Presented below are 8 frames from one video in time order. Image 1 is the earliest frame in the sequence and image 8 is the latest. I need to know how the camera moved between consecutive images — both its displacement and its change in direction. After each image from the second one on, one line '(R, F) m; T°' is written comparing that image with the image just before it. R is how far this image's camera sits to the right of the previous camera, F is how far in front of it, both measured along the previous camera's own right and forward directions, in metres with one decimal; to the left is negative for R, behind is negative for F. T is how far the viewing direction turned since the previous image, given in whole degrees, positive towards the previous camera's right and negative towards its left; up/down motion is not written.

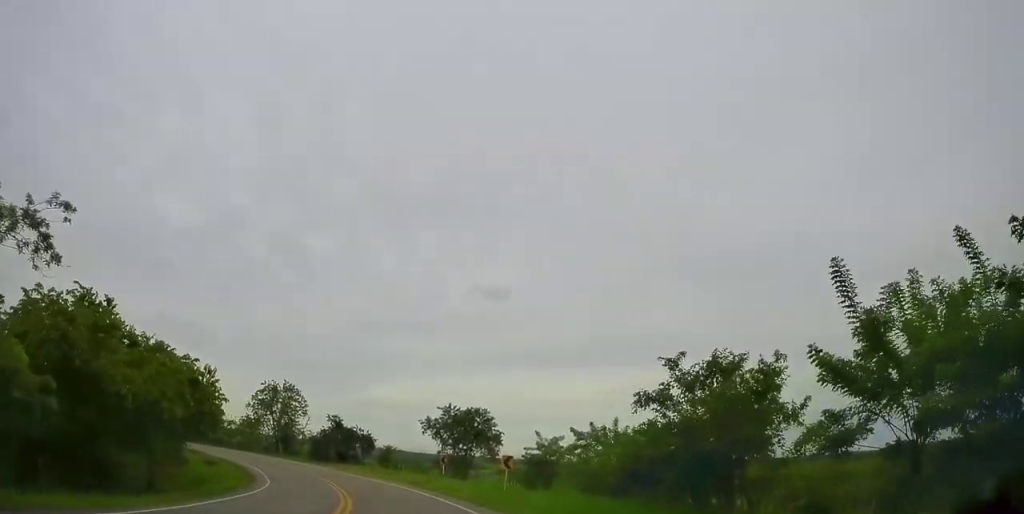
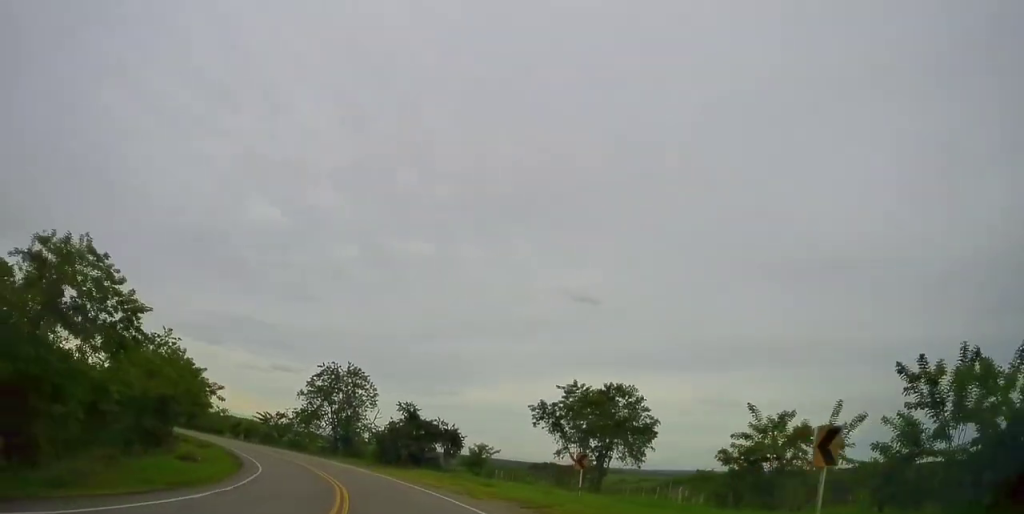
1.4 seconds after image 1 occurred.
(-0.1, +20.3) m; -1°
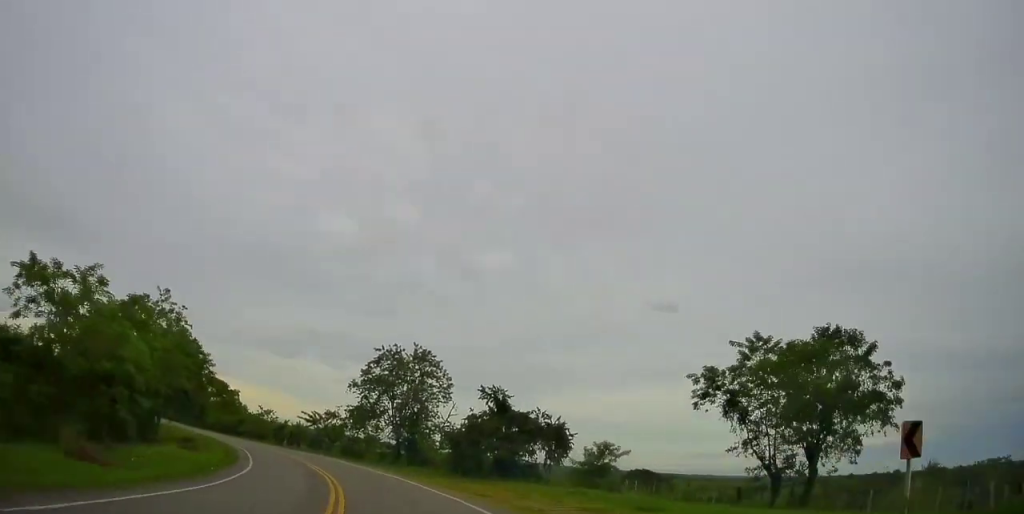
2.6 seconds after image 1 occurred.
(0.0, +16.4) m; -1°
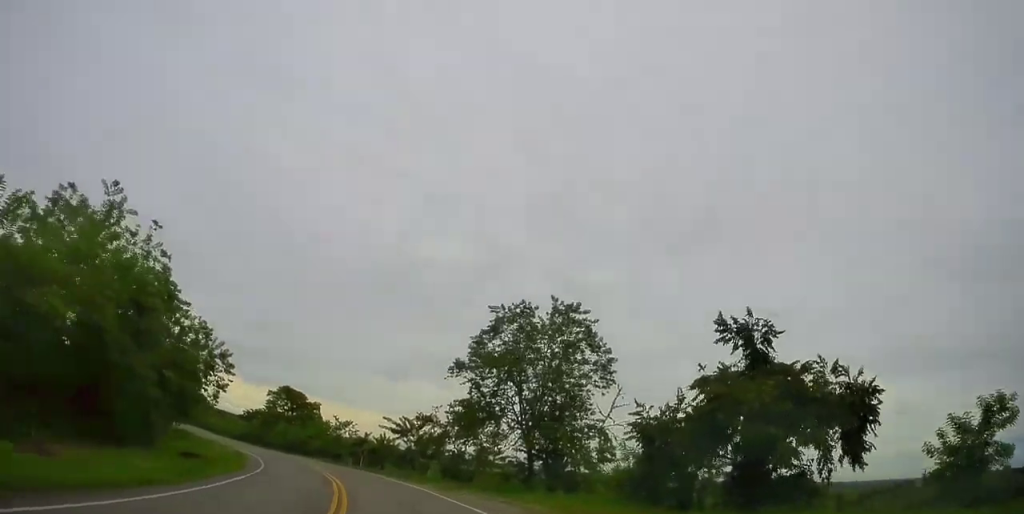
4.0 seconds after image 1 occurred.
(-1.1, +21.5) m; -12°
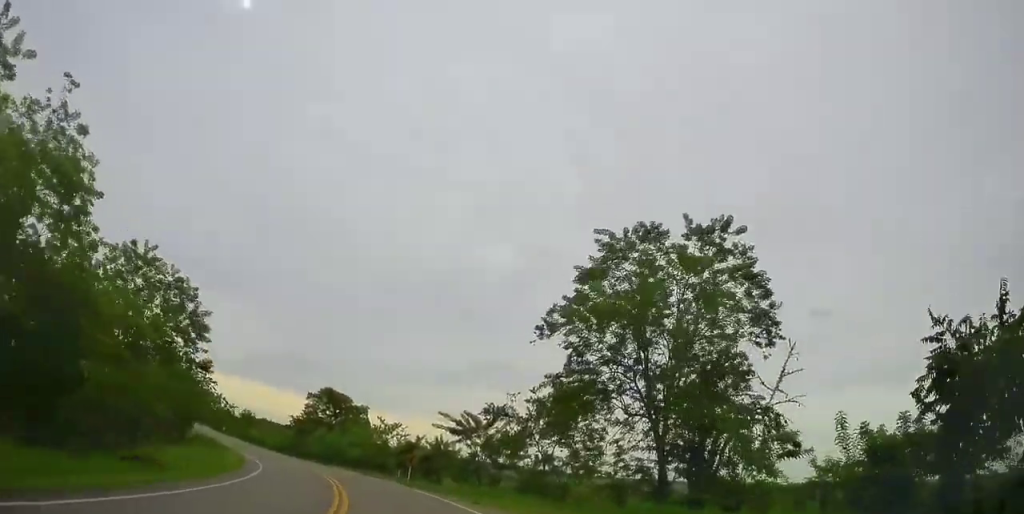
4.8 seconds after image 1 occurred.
(-1.2, +12.7) m; -8°
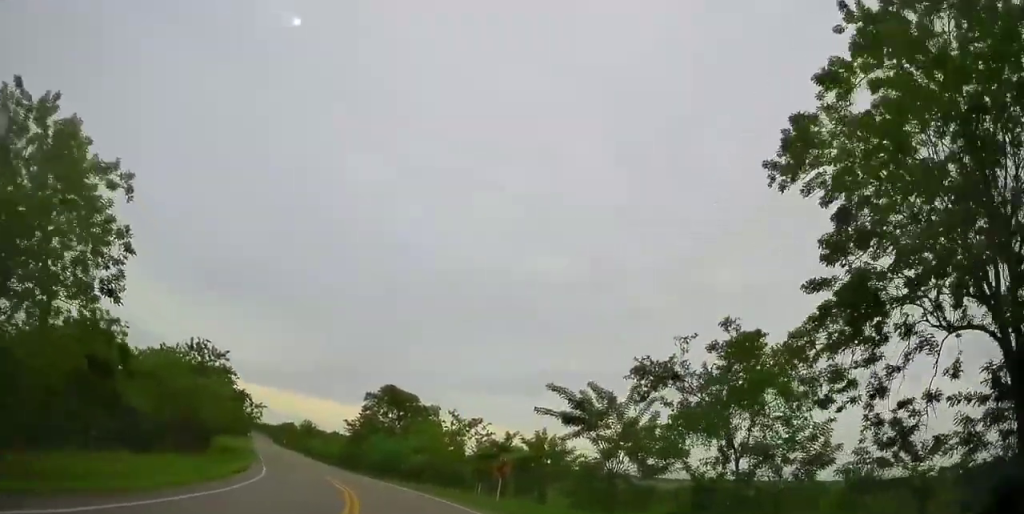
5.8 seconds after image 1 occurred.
(-0.9, +14.7) m; -6°
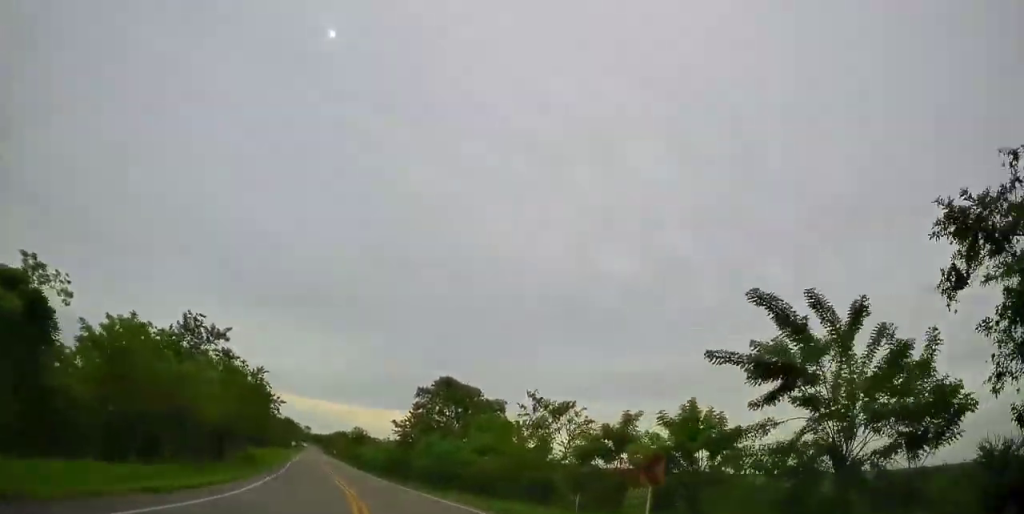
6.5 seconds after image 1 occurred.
(-0.4, +11.1) m; -5°
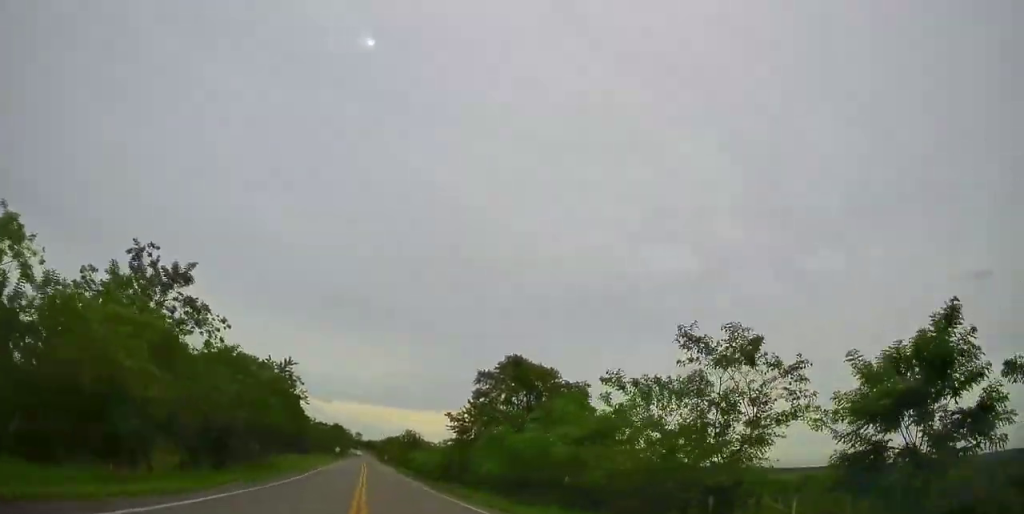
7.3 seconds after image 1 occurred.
(-0.5, +12.5) m; -6°
